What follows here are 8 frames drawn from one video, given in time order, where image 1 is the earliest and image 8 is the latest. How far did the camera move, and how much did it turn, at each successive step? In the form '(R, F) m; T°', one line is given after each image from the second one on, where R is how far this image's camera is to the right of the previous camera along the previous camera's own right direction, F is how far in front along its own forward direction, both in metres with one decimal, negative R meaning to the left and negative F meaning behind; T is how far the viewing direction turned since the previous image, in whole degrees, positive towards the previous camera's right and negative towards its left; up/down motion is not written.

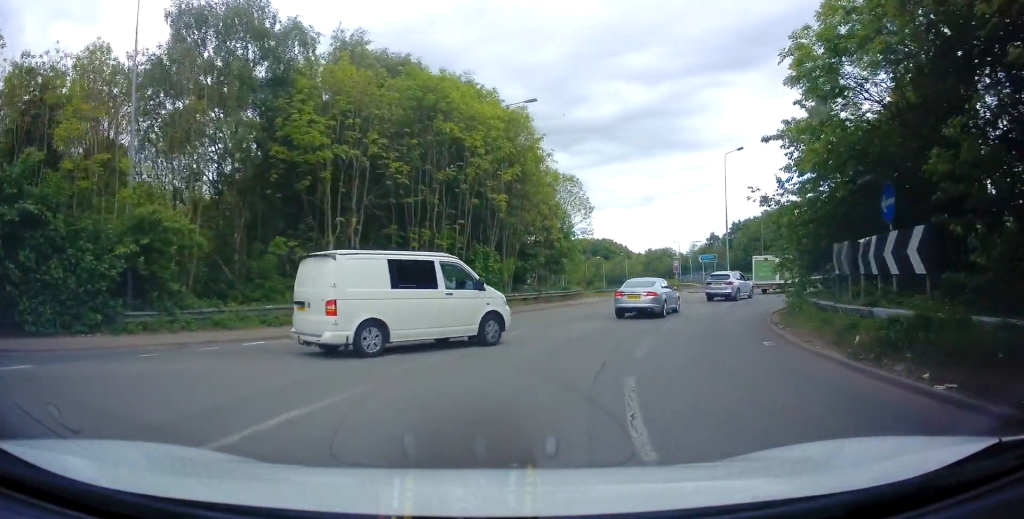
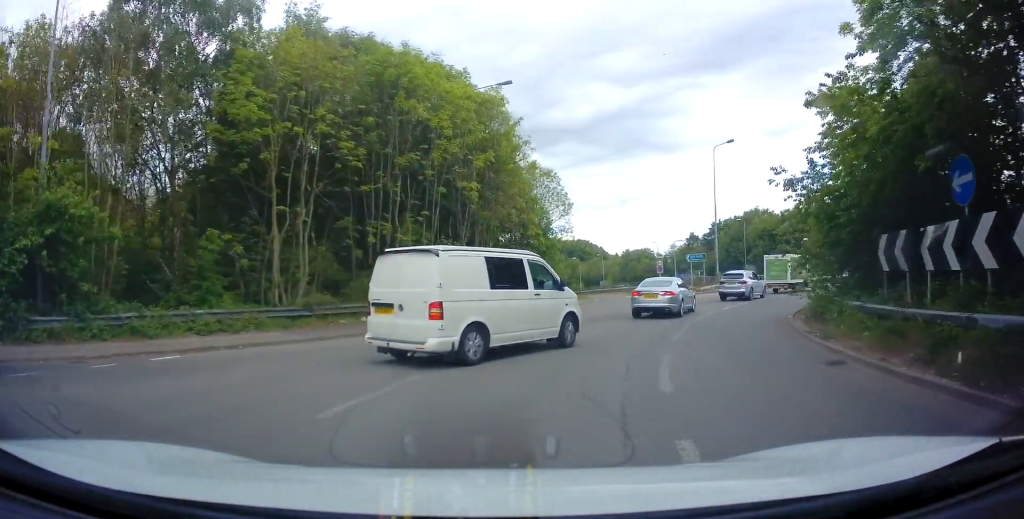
(+0.1, +3.7) m; +3°
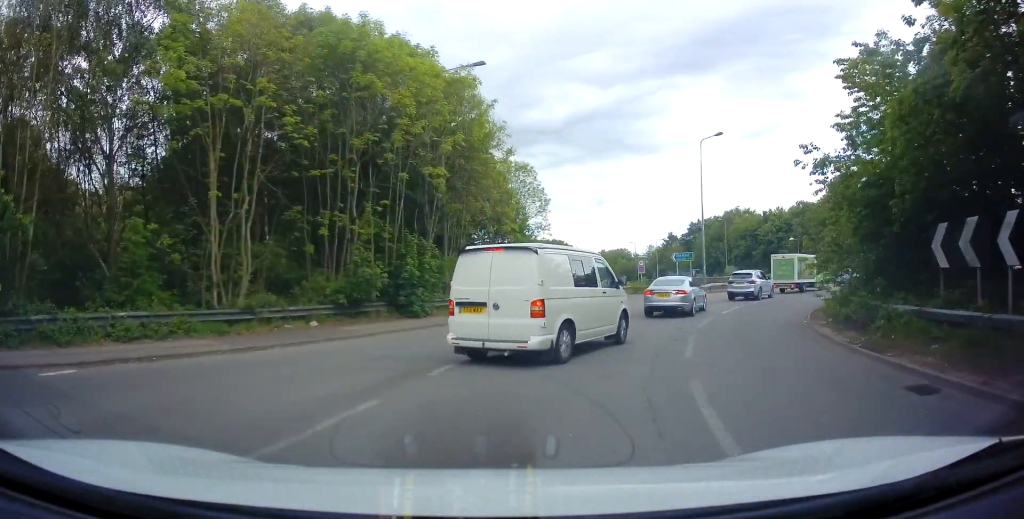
(0.0, +3.2) m; +2°
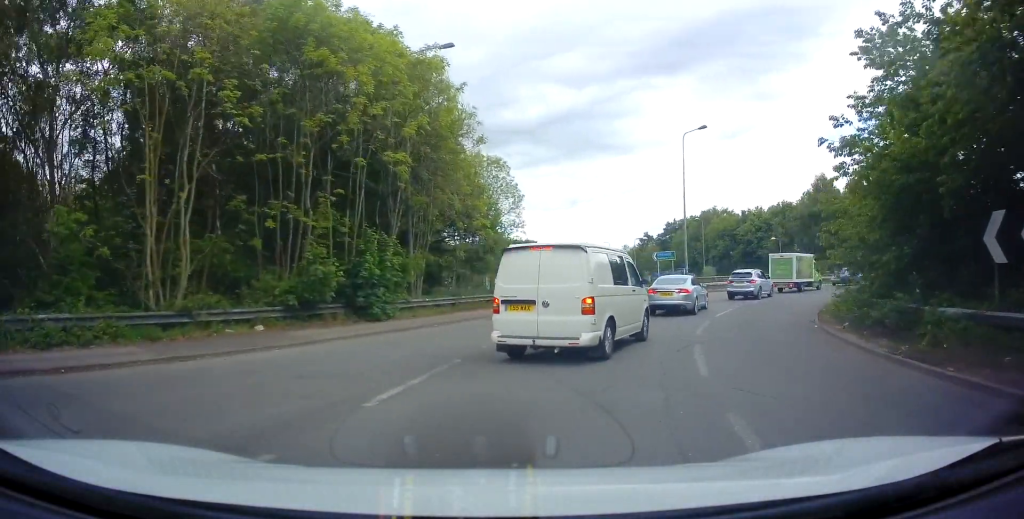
(+0.1, +2.4) m; +2°
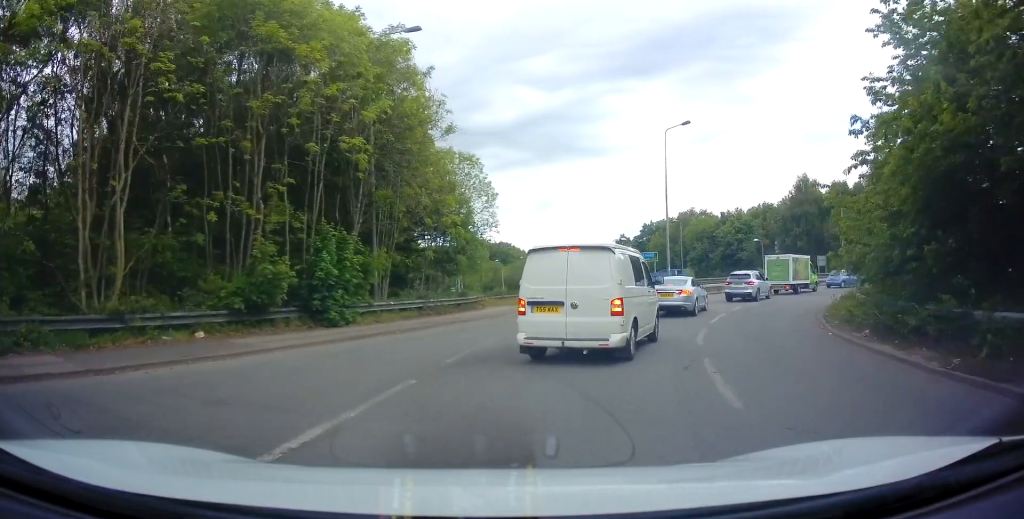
(+0.1, +2.2) m; +1°
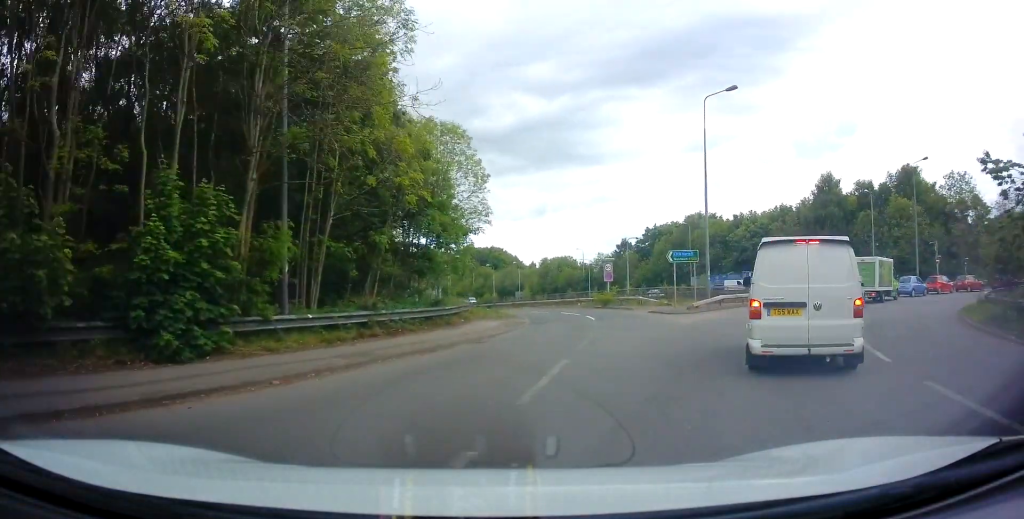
(-0.4, +8.9) m; -1°
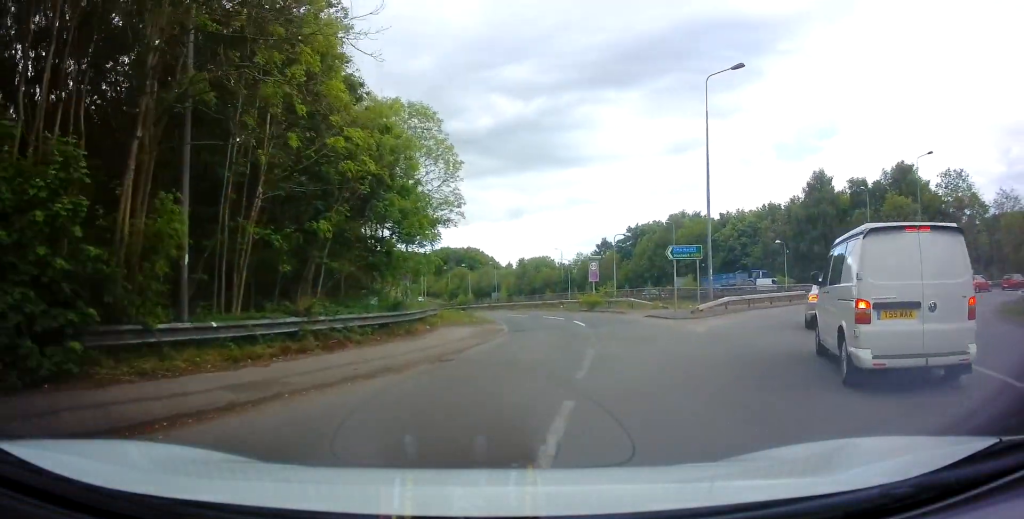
(+0.2, +3.6) m; +6°
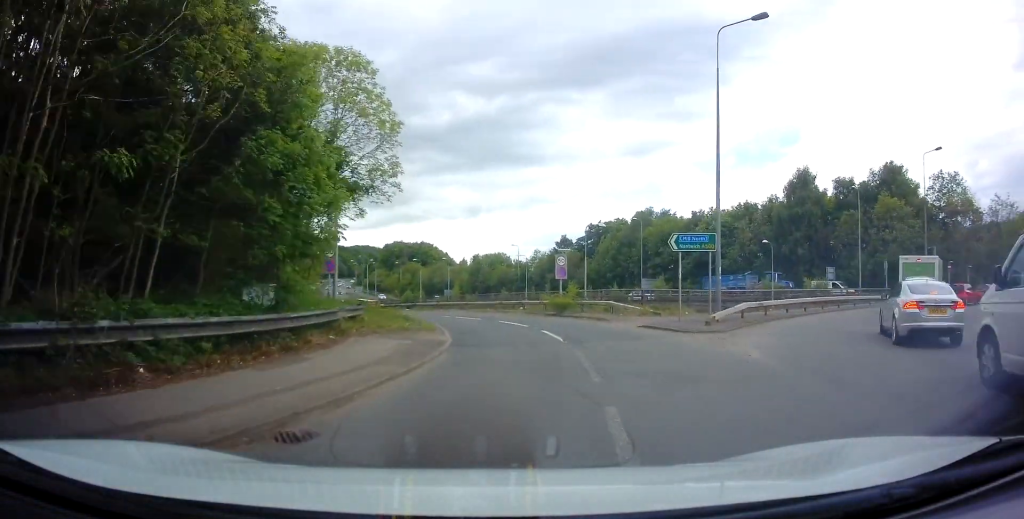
(+0.5, +6.1) m; +4°
